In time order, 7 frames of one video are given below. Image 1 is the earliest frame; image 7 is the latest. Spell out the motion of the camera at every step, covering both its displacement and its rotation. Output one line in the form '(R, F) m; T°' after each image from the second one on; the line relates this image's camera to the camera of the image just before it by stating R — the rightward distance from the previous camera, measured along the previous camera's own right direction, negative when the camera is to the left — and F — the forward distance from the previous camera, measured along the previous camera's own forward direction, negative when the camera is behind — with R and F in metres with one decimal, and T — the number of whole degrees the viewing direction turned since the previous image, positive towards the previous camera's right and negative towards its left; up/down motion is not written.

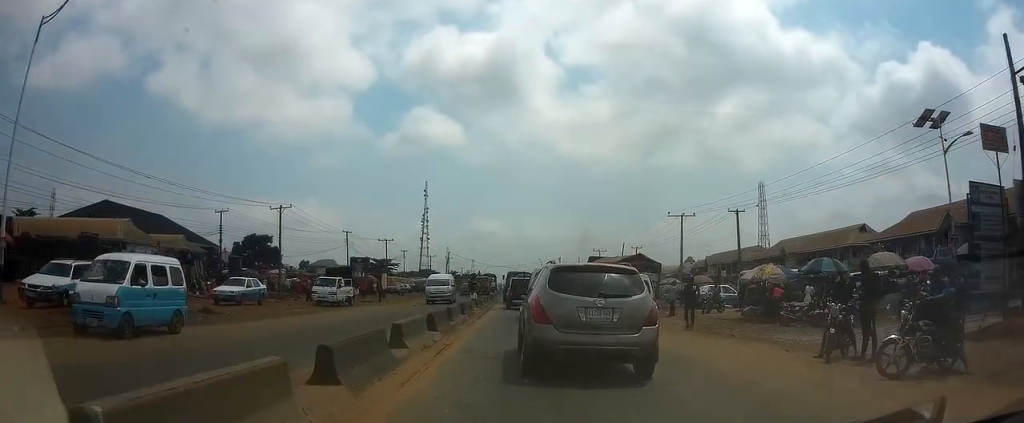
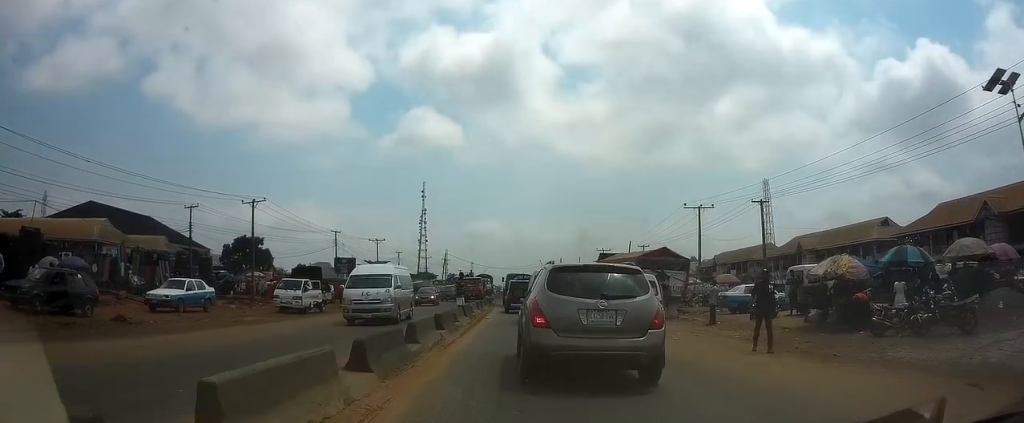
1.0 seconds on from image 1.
(-0.1, +5.6) m; -1°
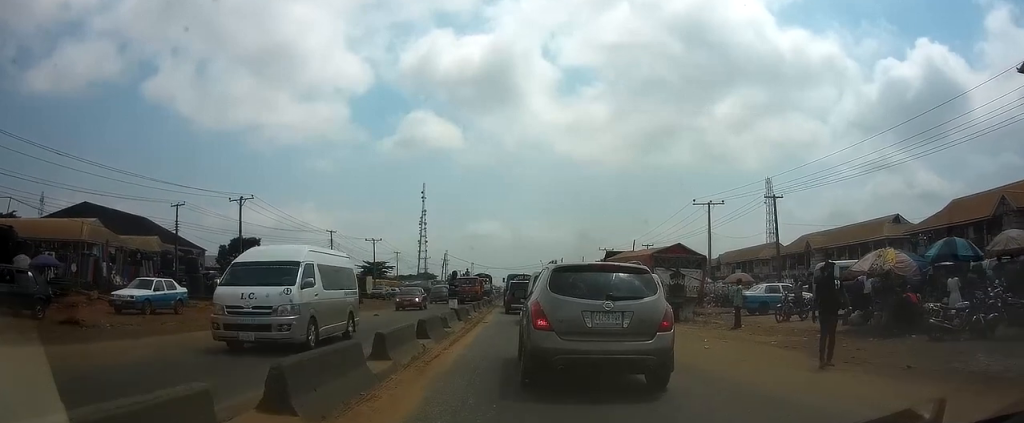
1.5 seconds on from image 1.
(0.0, +2.3) m; -1°
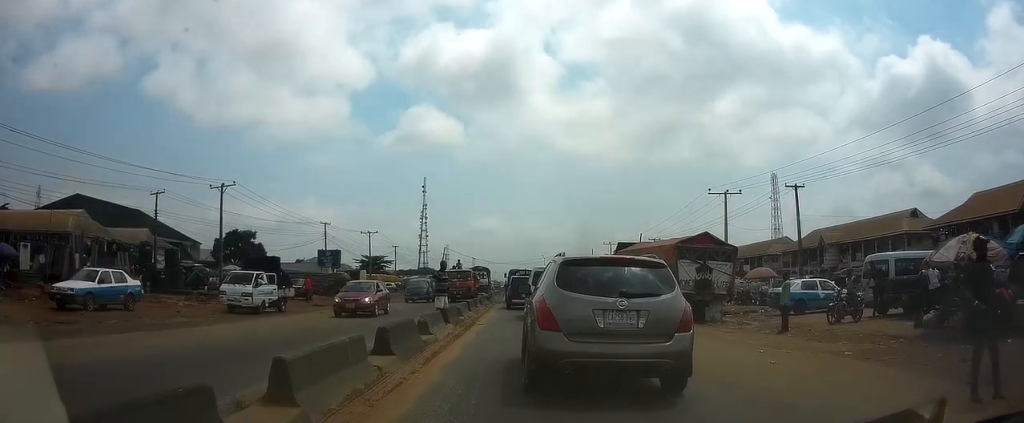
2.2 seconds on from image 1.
(0.0, +3.2) m; -1°
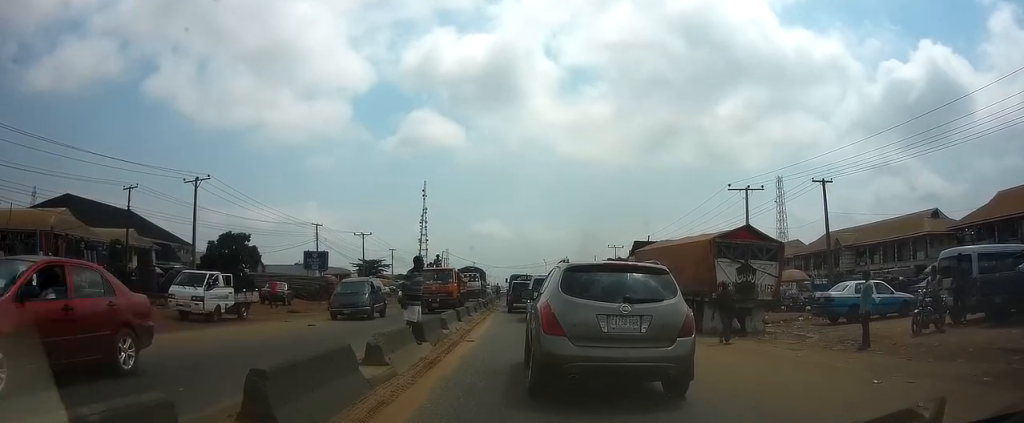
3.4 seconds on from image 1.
(-0.1, +3.9) m; -1°
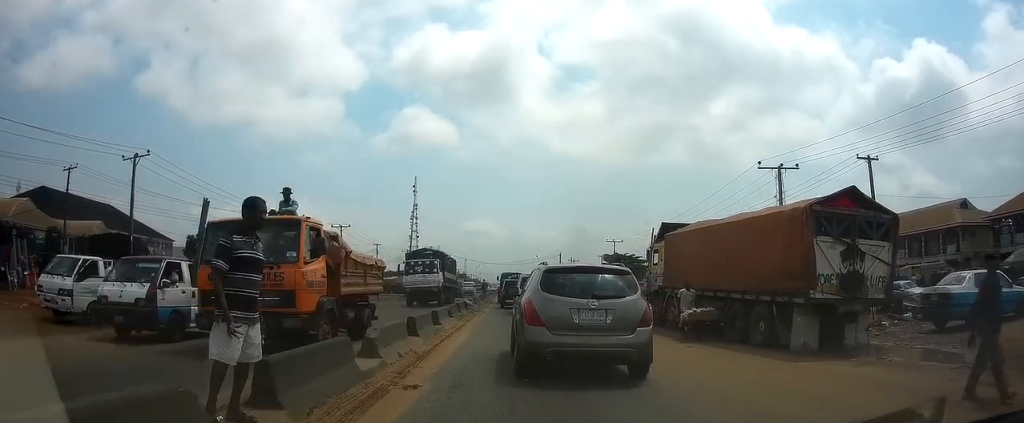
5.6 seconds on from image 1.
(+0.2, +6.5) m; +3°
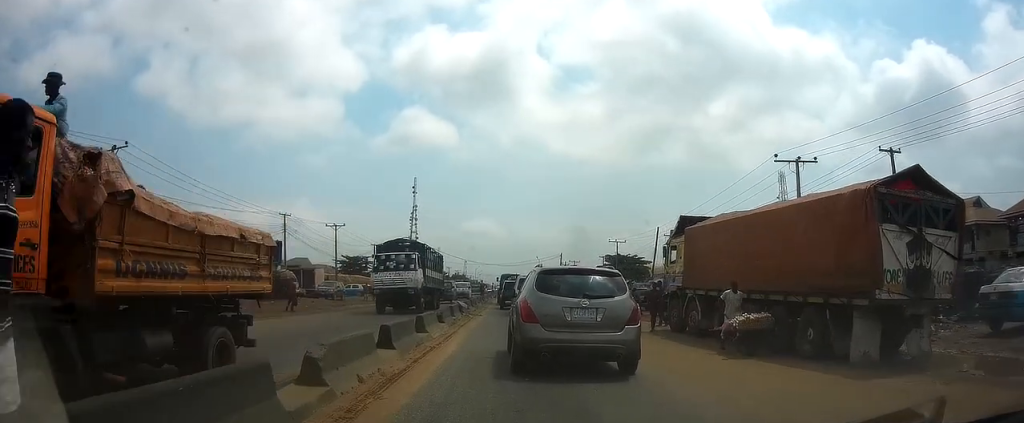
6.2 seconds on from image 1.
(0.0, +2.2) m; 0°
